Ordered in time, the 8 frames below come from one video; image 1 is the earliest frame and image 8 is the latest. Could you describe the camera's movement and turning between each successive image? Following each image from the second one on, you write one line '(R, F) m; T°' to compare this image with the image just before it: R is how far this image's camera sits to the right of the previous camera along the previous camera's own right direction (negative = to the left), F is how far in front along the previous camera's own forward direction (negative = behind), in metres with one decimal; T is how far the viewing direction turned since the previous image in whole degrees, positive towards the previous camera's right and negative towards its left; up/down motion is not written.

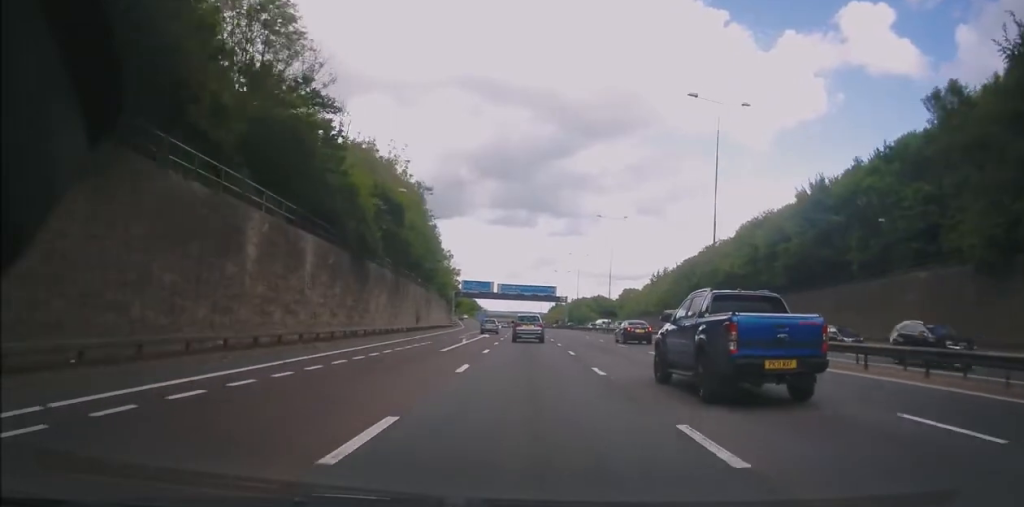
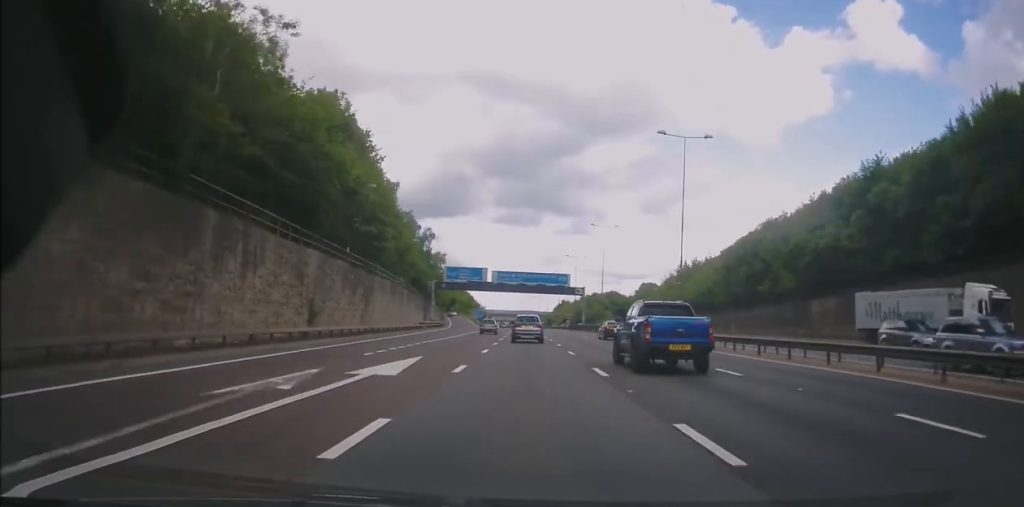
(-0.5, +35.6) m; 0°
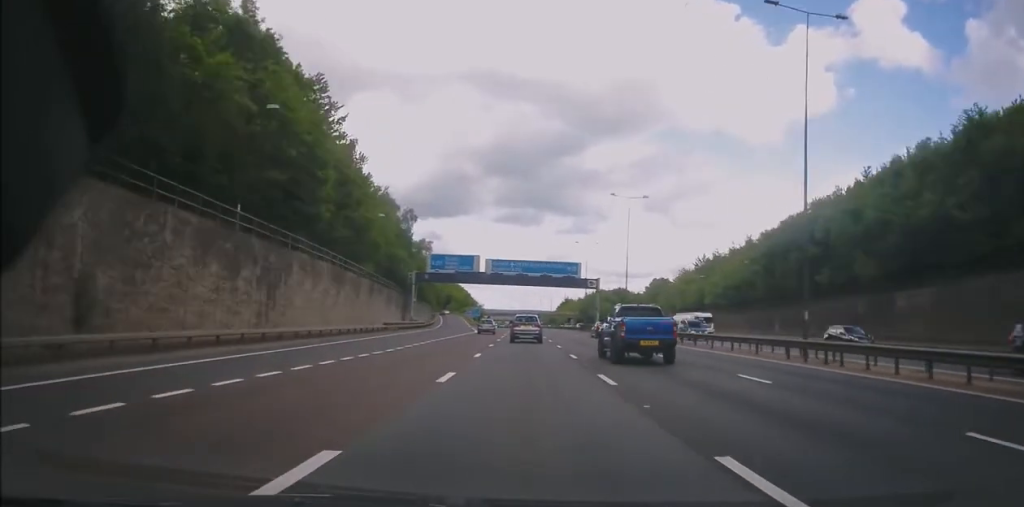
(+0.1, +20.1) m; 0°
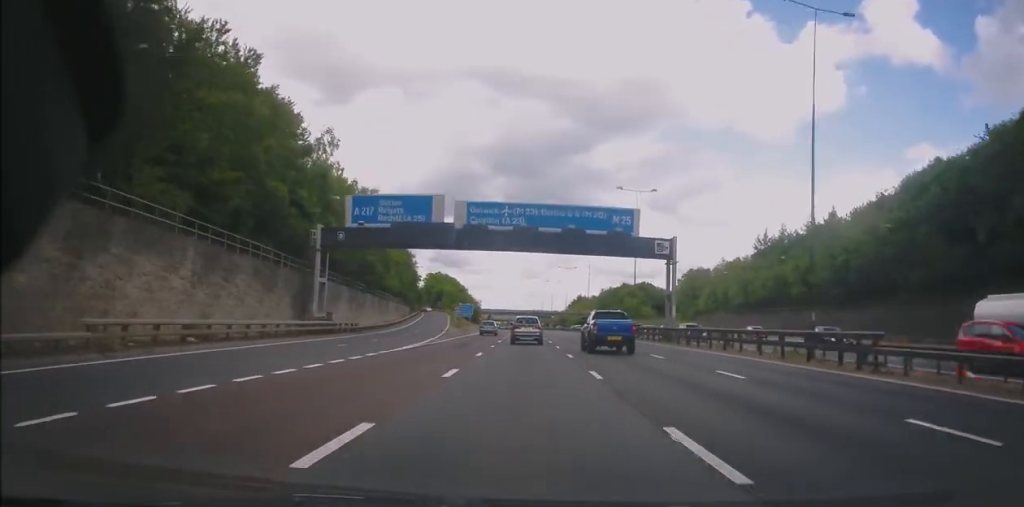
(-0.7, +43.4) m; -2°
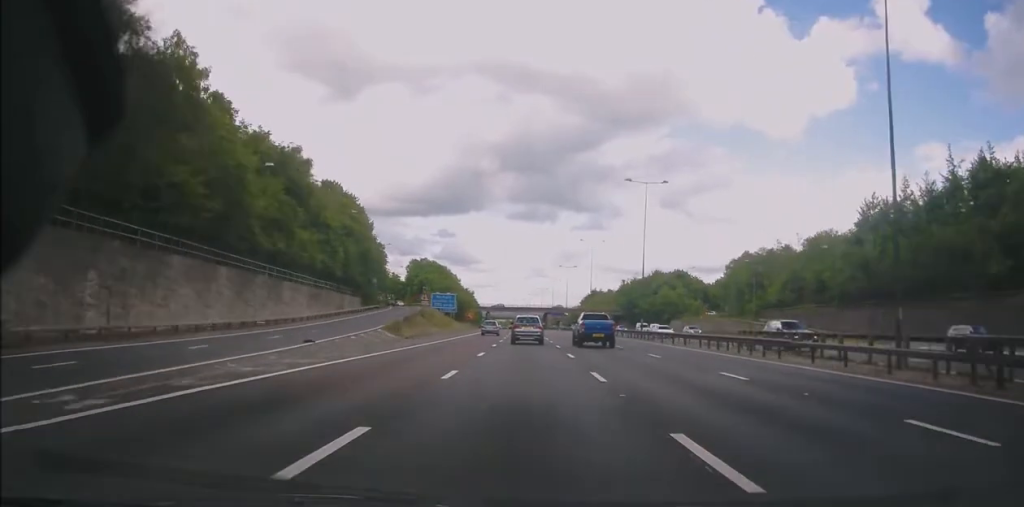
(+0.6, +44.9) m; +1°
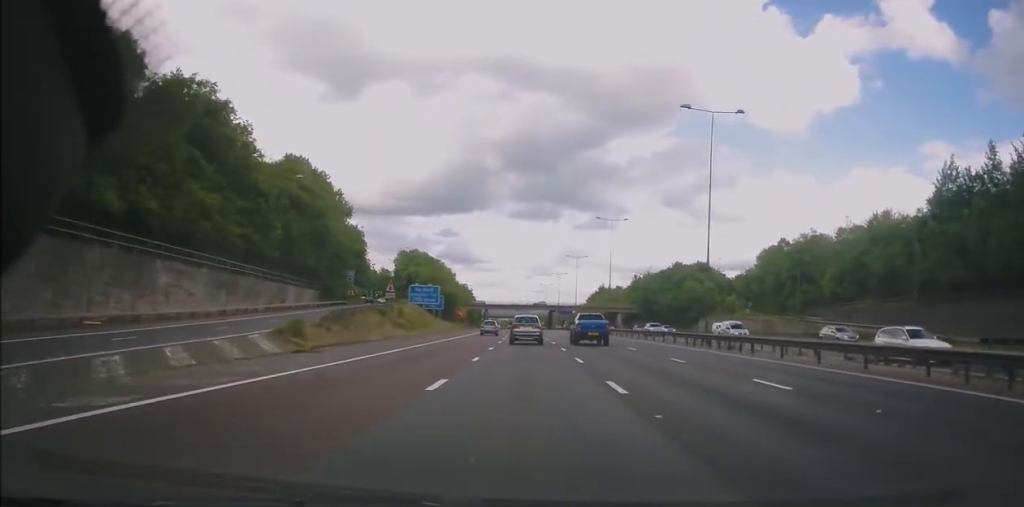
(0.0, +20.8) m; -1°
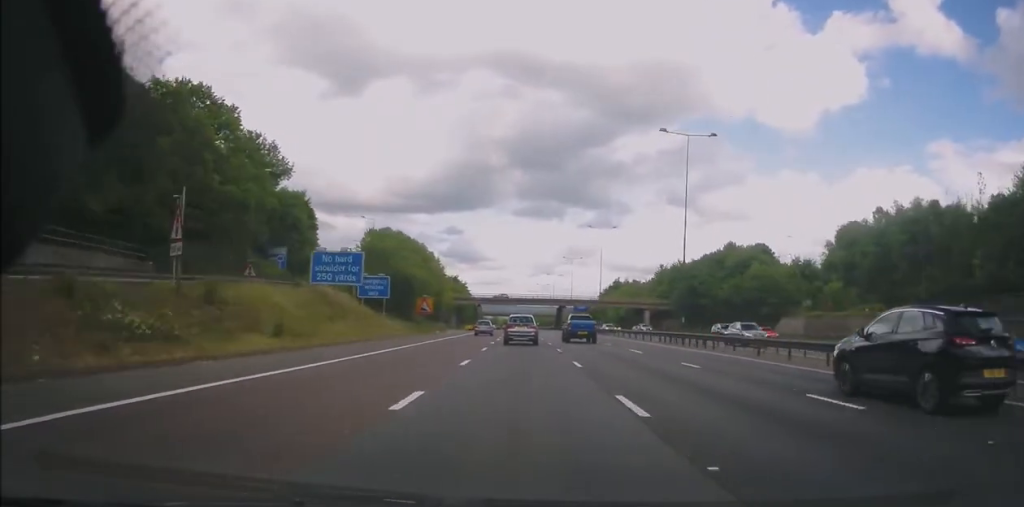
(-0.5, +37.4) m; -1°
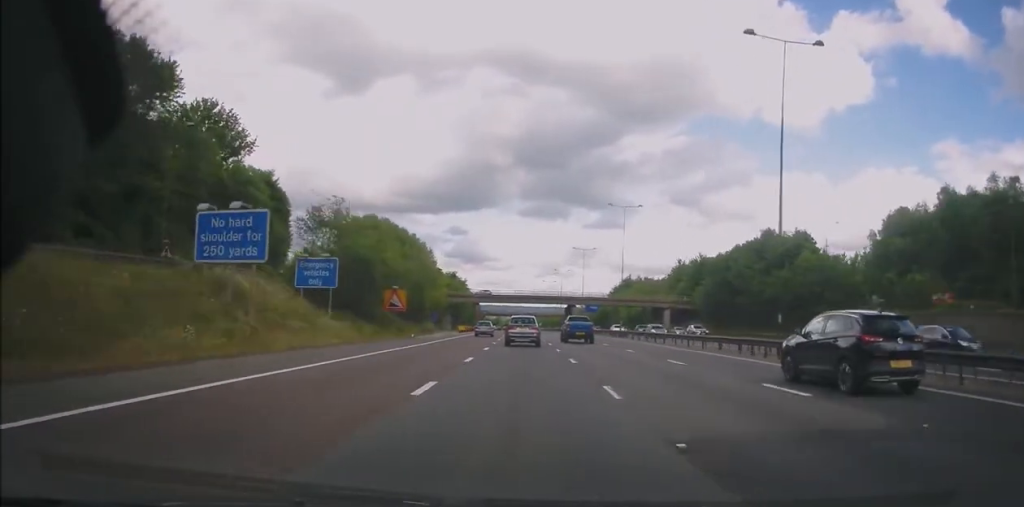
(0.0, +16.5) m; 0°
